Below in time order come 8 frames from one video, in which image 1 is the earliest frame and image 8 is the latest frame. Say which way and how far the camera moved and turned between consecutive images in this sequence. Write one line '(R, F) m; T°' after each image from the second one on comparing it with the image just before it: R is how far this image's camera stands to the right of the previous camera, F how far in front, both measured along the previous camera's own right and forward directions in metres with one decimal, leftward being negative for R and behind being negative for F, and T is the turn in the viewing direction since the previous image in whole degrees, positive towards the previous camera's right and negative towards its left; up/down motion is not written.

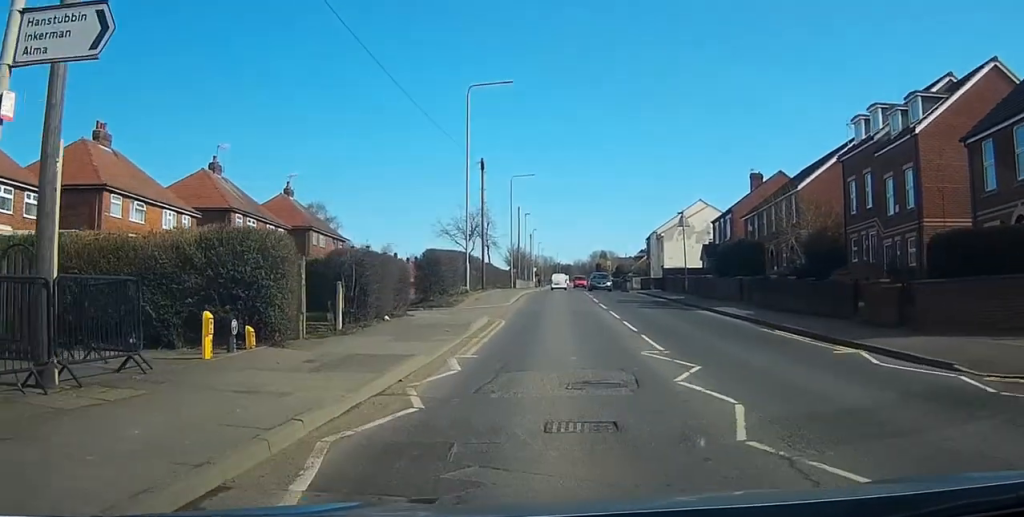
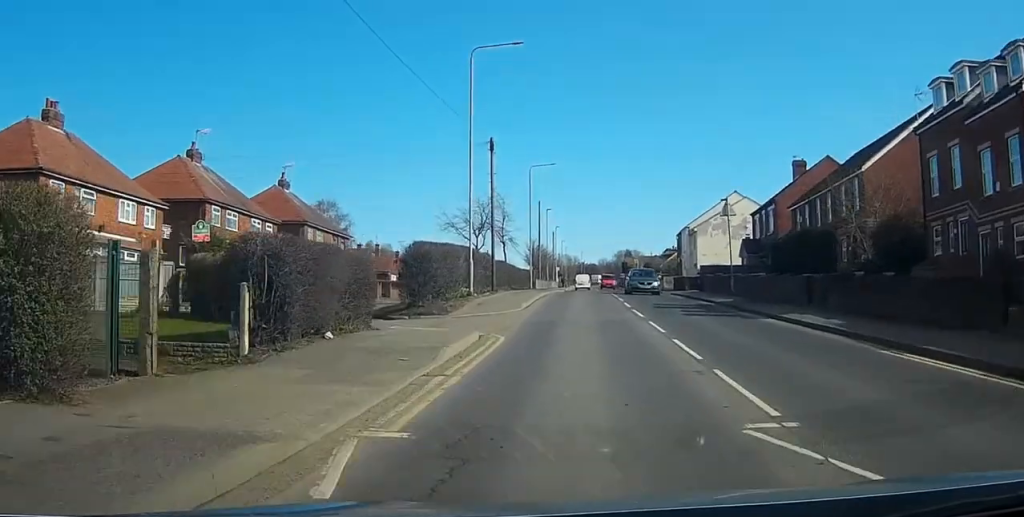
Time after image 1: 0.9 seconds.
(-0.2, +8.0) m; -5°
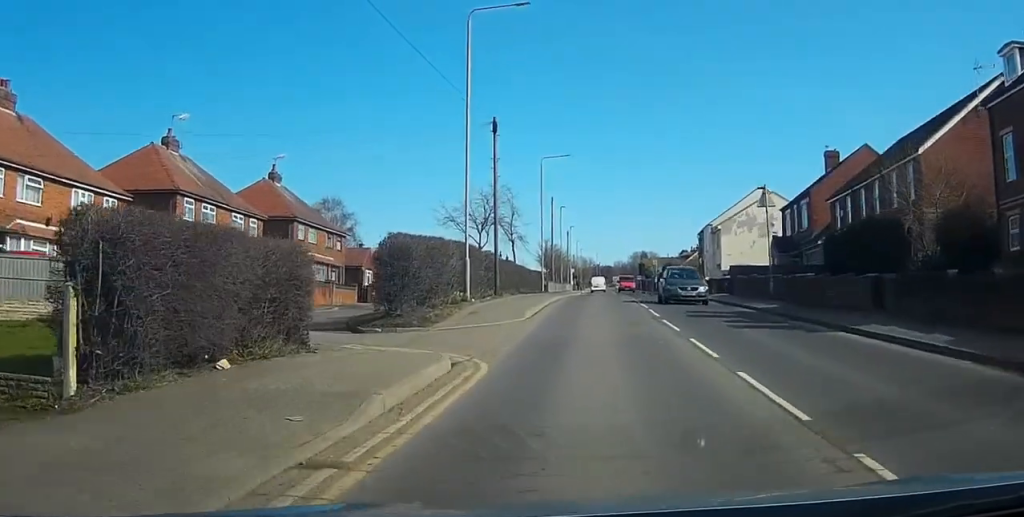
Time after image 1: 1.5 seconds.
(-0.5, +5.7) m; -3°
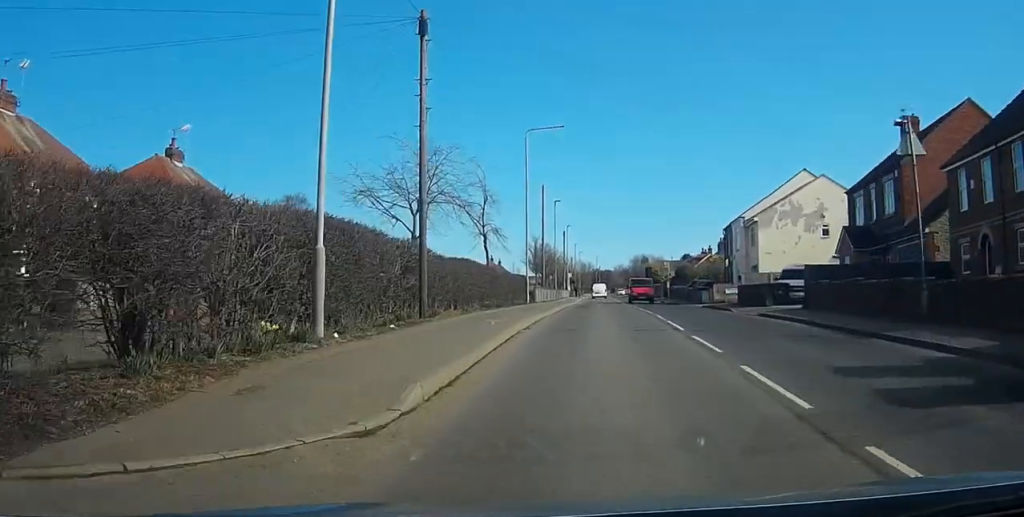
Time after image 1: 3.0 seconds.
(+0.3, +17.5) m; +1°
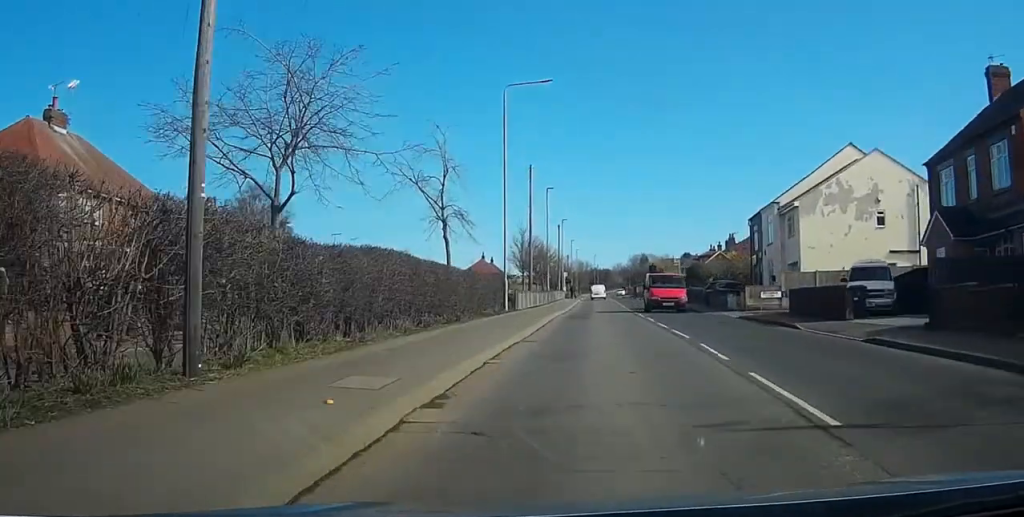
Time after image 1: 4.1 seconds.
(-0.1, +12.7) m; 0°
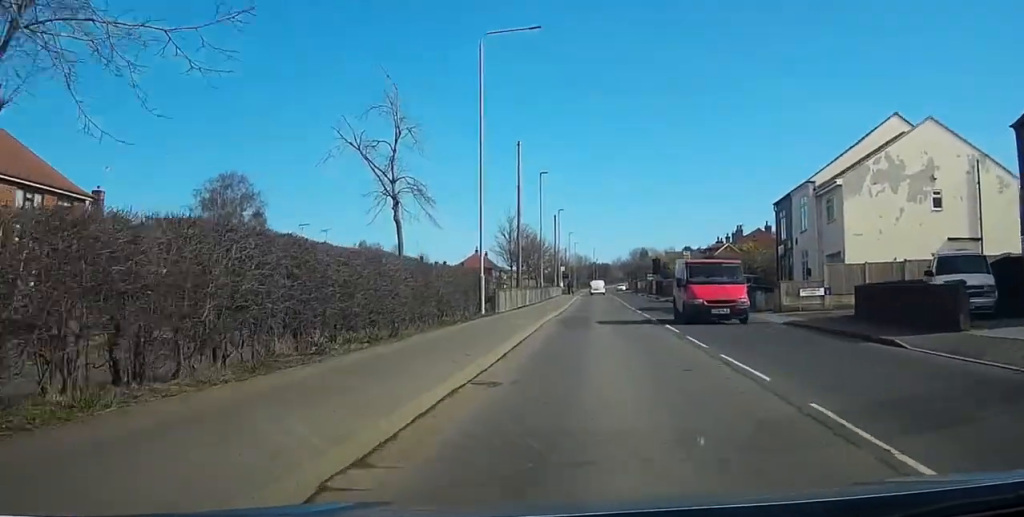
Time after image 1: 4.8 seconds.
(0.0, +8.7) m; +1°
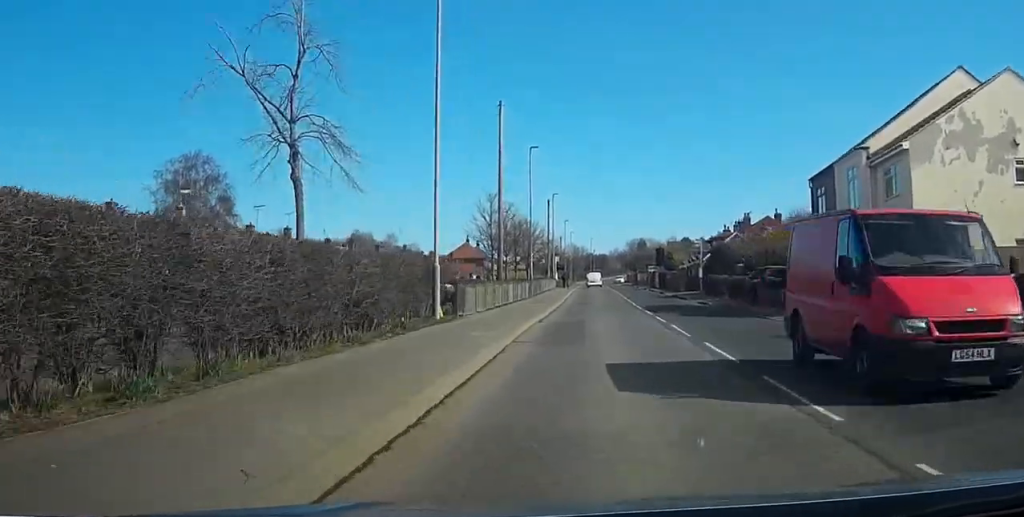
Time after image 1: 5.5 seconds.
(+0.2, +9.2) m; 0°
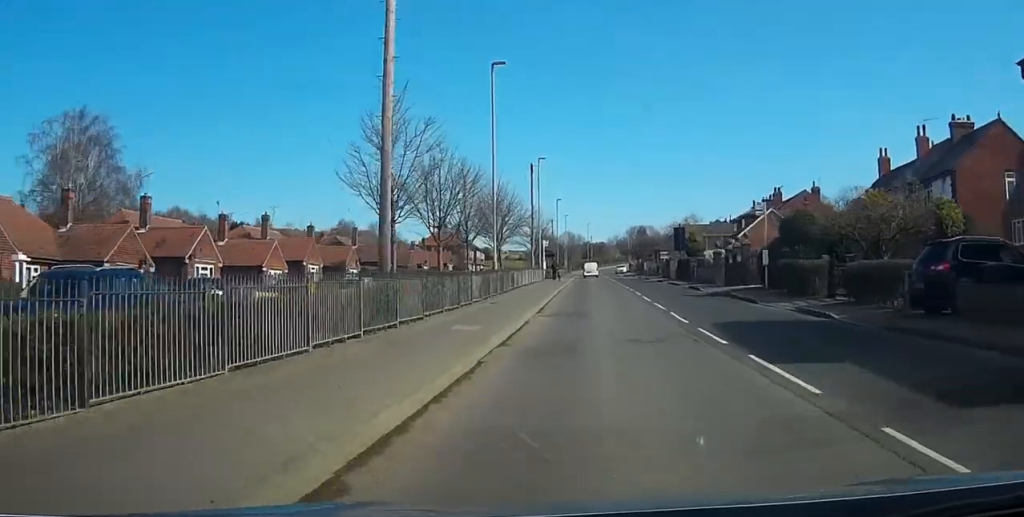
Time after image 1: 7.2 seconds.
(0.0, +22.8) m; 0°
